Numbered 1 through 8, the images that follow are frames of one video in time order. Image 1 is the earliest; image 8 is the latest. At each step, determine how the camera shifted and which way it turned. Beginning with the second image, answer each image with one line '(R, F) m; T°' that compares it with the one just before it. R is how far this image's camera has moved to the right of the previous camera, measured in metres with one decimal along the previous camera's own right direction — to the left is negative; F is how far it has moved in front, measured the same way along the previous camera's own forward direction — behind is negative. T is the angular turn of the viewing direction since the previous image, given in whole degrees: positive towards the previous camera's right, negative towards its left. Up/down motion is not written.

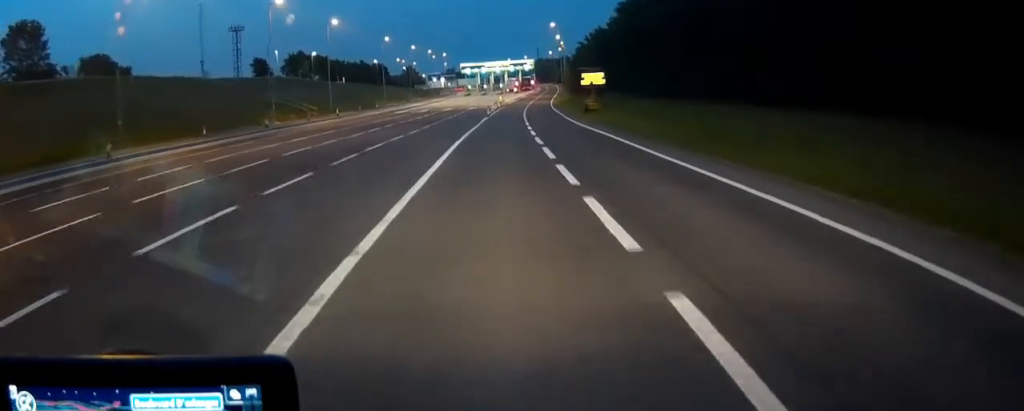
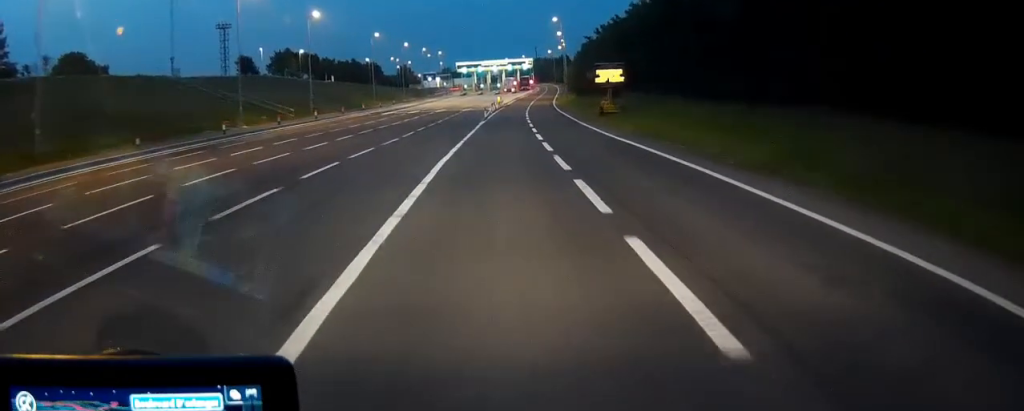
(0.0, +9.2) m; 0°
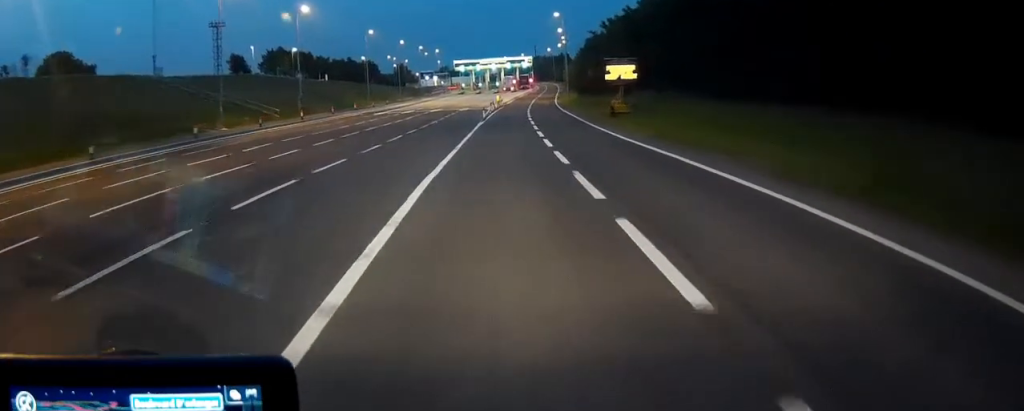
(0.0, +4.8) m; 0°
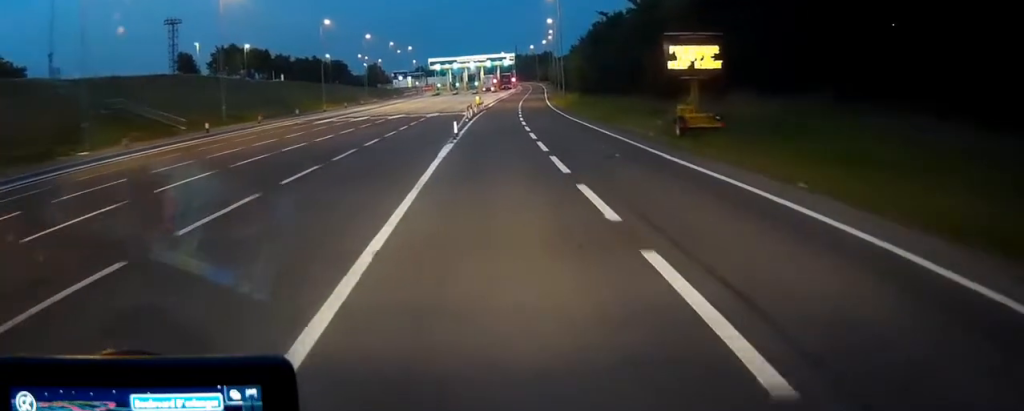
(+0.3, +19.4) m; +1°
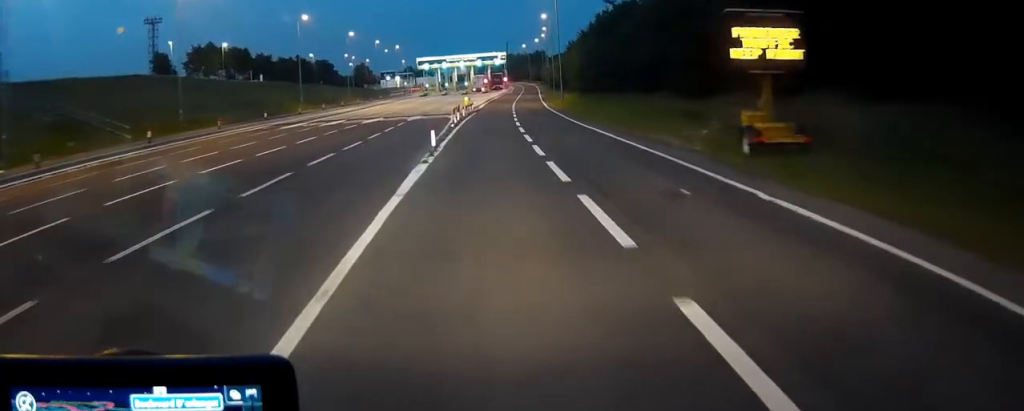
(0.0, +7.7) m; +1°
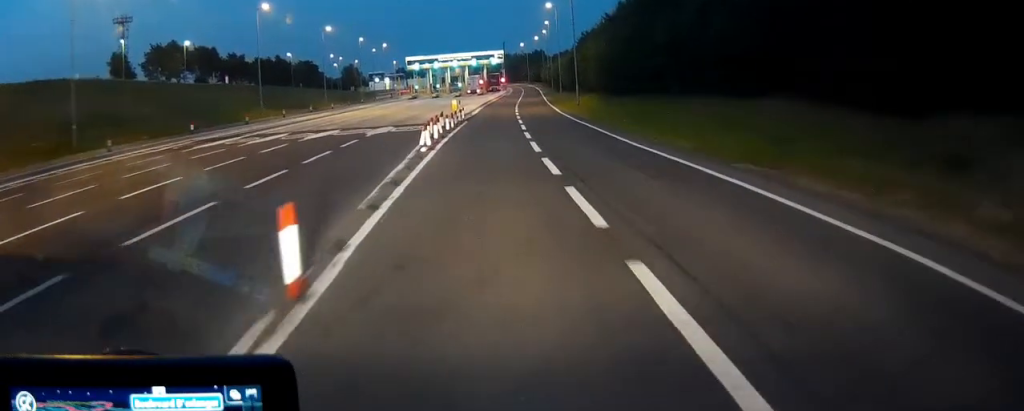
(+0.2, +16.2) m; +1°
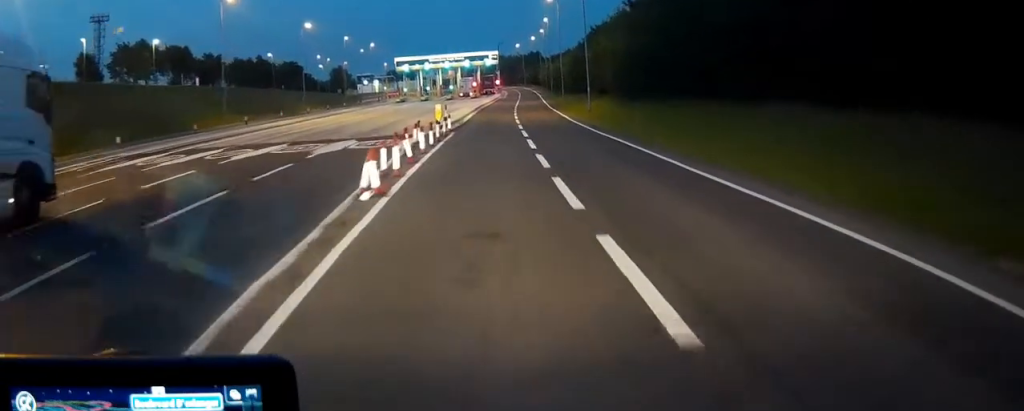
(0.0, +10.2) m; 0°
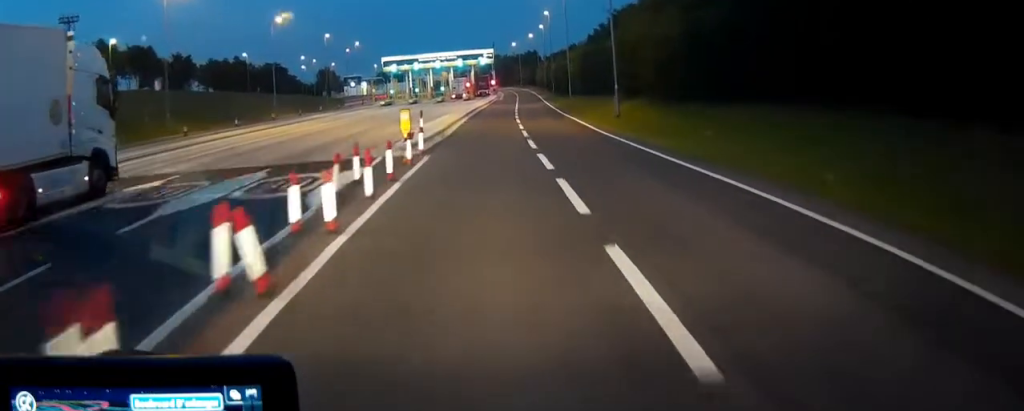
(+0.1, +12.5) m; 0°
